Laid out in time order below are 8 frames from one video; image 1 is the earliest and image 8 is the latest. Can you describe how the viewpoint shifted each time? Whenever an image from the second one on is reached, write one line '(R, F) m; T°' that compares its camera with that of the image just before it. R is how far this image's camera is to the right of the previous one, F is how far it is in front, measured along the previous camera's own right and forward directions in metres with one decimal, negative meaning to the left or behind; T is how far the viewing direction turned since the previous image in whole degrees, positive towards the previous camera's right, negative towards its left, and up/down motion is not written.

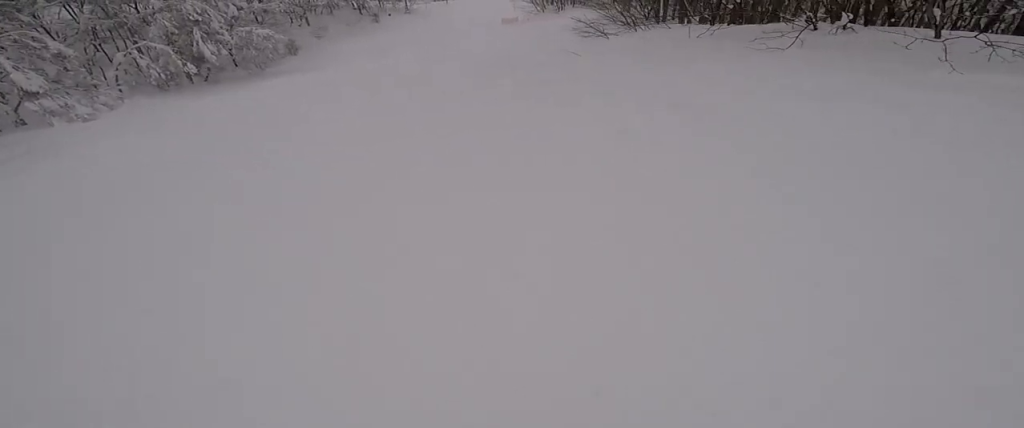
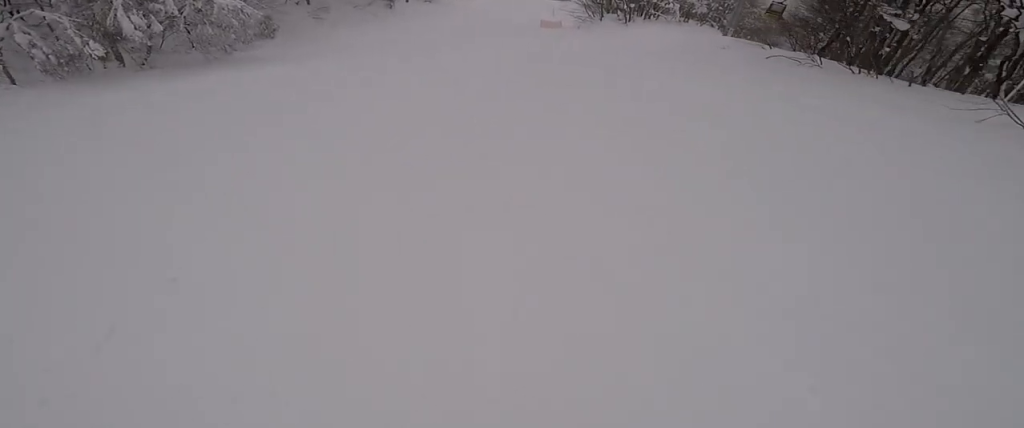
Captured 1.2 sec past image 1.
(-0.3, +13.0) m; 0°
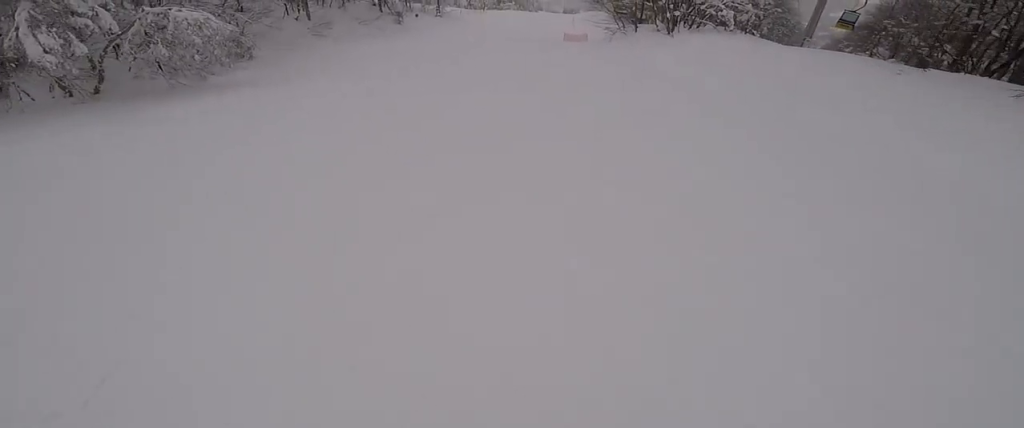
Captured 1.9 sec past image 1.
(+0.4, +7.3) m; -1°
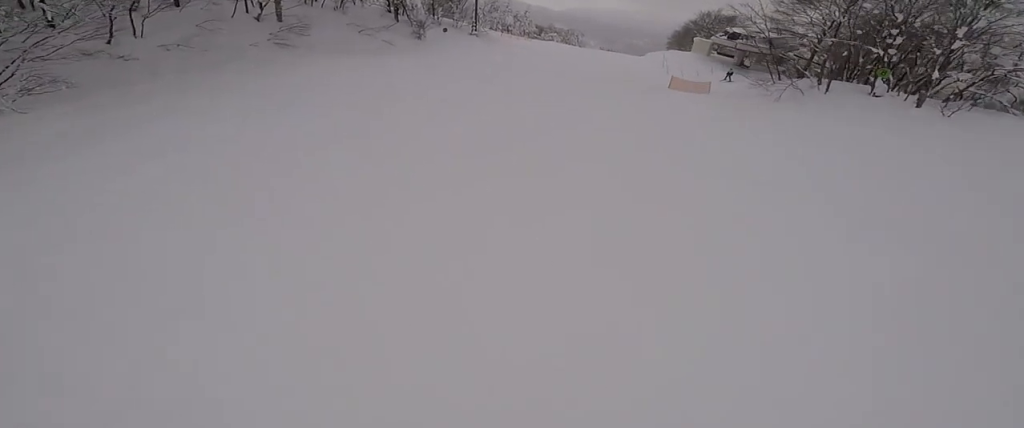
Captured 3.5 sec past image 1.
(-1.4, +17.9) m; +7°
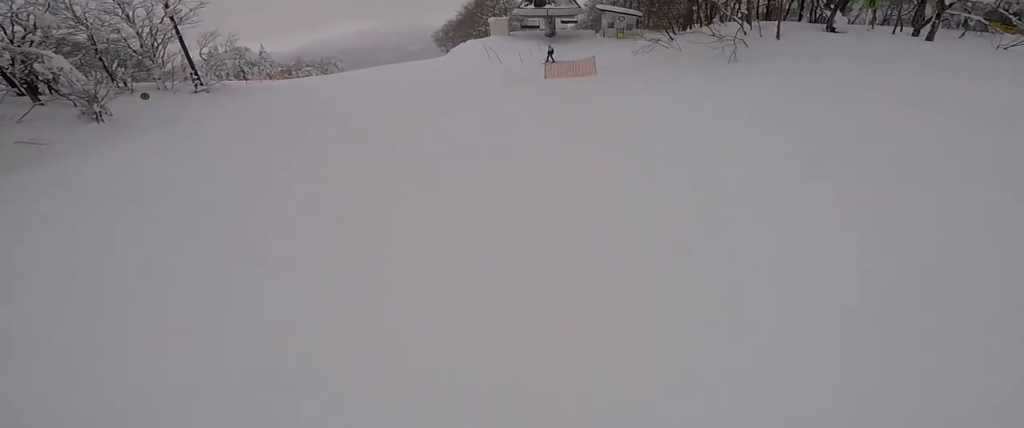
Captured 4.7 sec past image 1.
(+2.6, +10.7) m; +27°
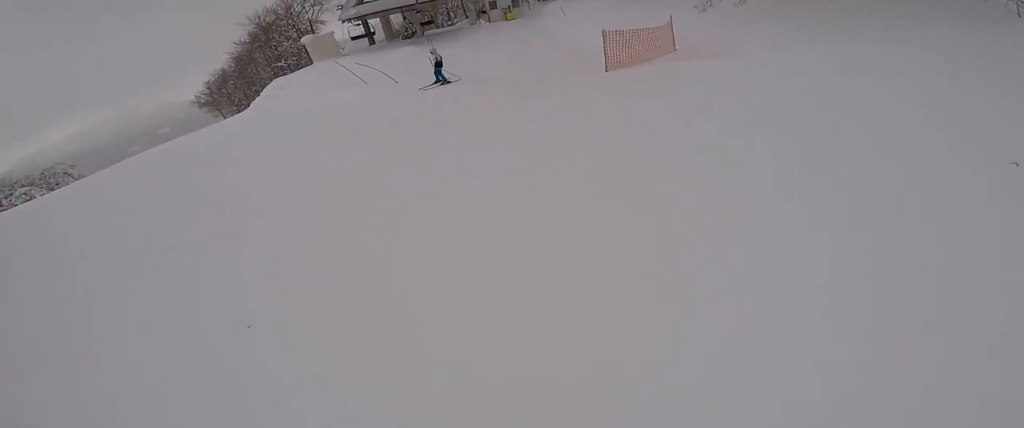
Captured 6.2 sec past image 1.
(+2.2, +11.6) m; +20°
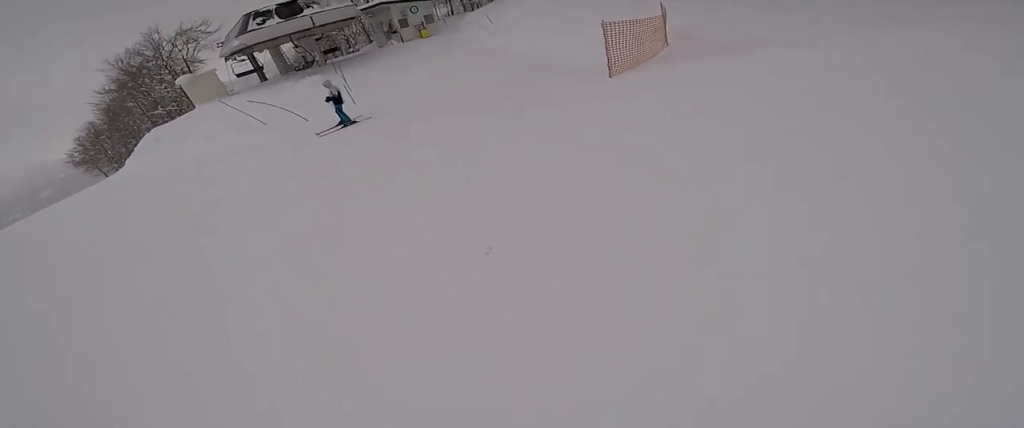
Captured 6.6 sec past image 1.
(-0.3, +2.7) m; +8°
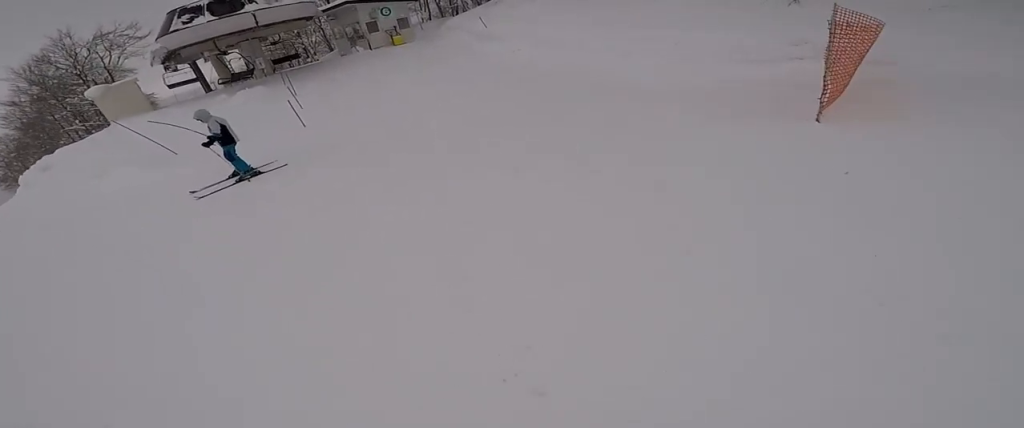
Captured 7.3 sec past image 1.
(+0.8, +2.8) m; +4°
